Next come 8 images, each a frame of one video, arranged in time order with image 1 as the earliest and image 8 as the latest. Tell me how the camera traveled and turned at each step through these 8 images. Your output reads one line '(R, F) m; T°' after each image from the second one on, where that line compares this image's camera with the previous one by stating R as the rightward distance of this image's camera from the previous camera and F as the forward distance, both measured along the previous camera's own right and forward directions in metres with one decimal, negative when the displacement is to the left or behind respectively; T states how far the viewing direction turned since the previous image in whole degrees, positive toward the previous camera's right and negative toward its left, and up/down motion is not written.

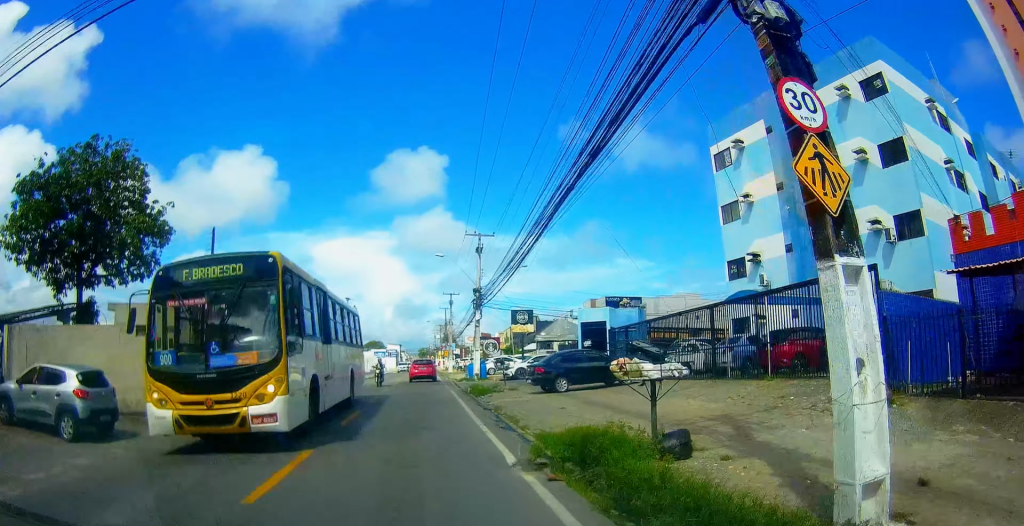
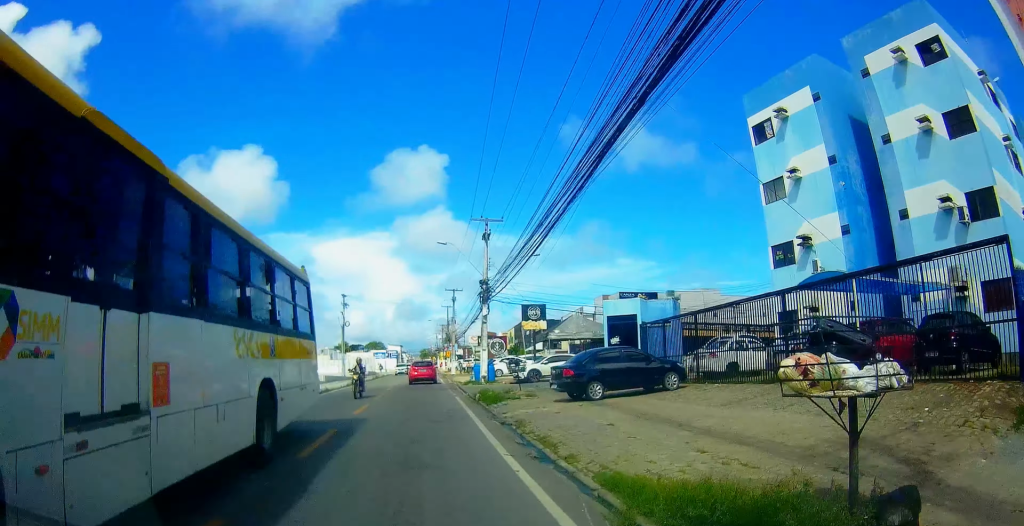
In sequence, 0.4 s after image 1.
(0.0, +4.1) m; 0°
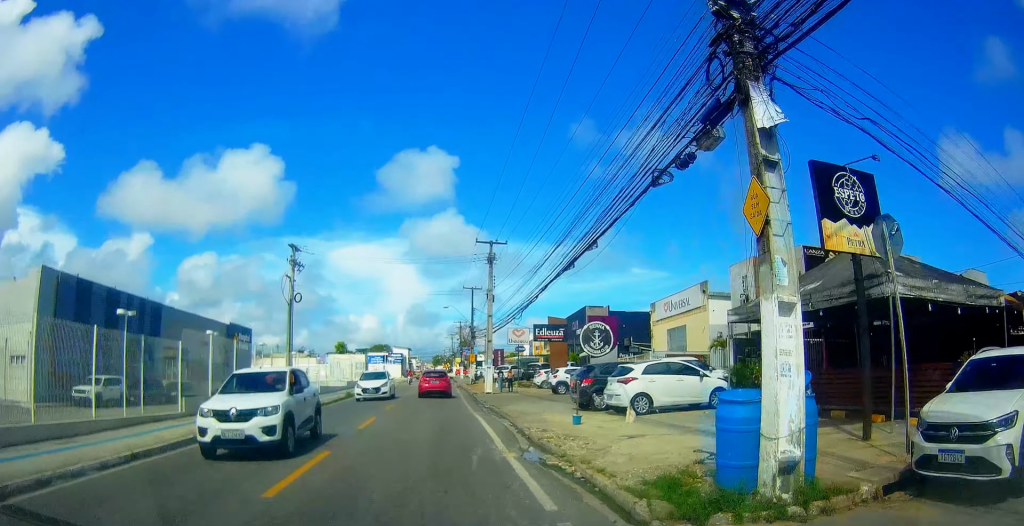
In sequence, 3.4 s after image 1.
(-0.3, +28.6) m; -2°
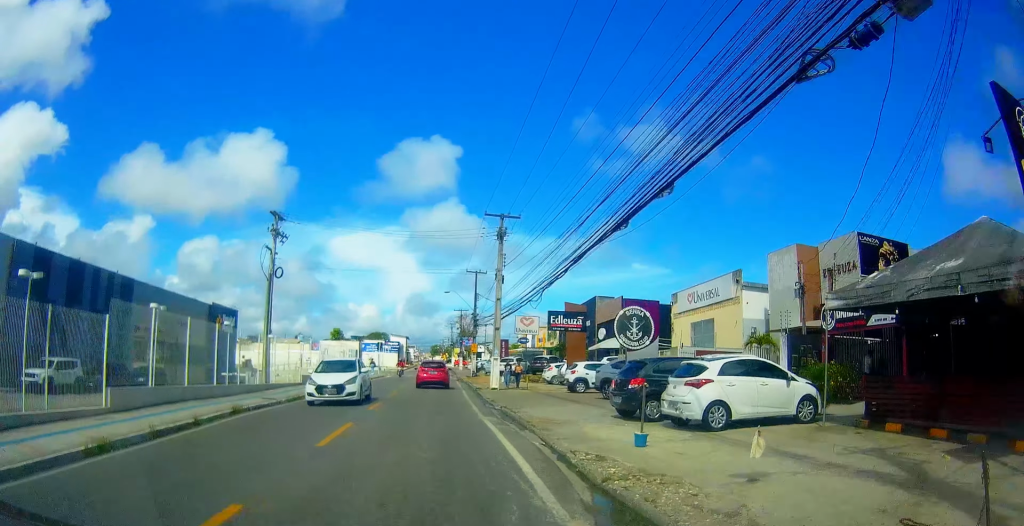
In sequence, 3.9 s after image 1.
(-0.4, +4.6) m; 0°
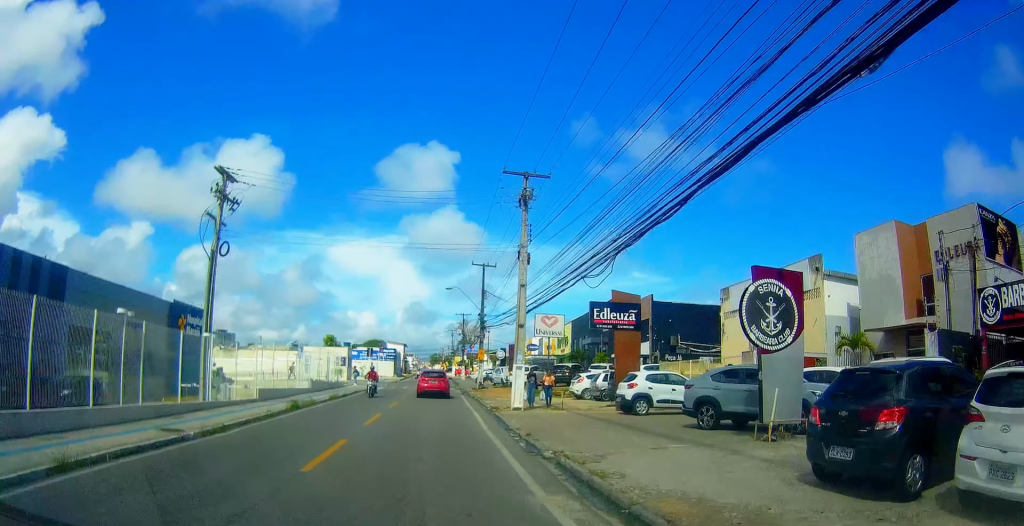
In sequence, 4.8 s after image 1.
(+0.2, +8.5) m; +3°
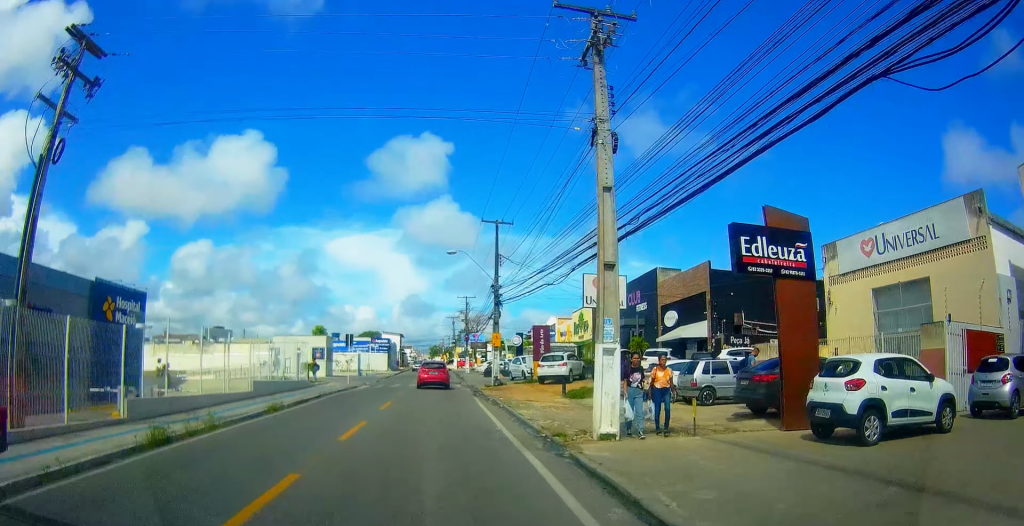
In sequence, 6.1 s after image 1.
(+0.4, +11.7) m; -2°
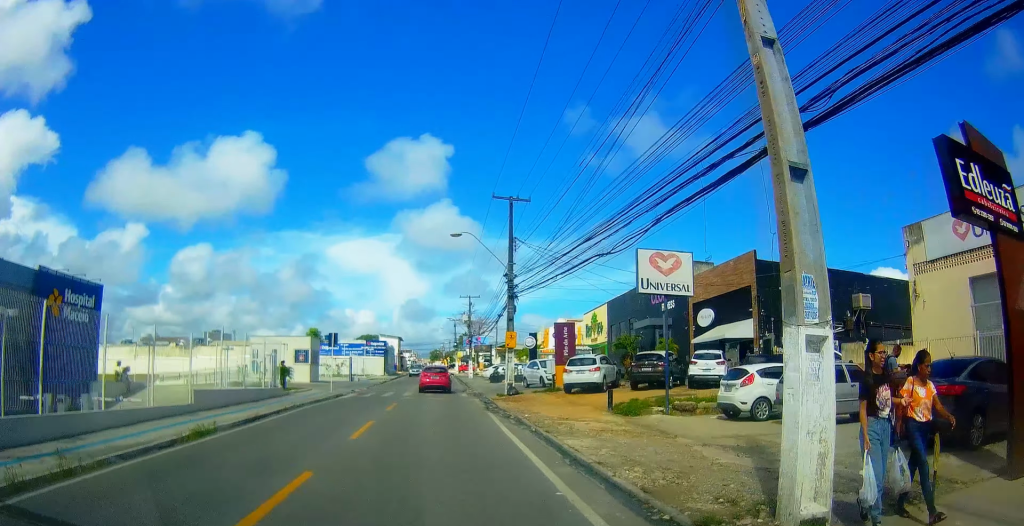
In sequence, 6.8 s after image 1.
(-0.3, +6.3) m; -3°
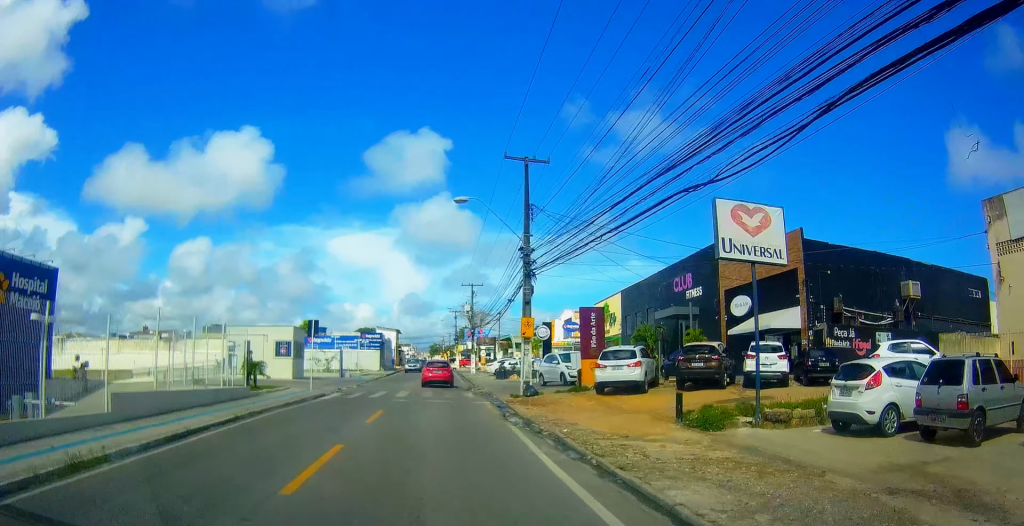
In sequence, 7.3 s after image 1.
(-0.2, +5.1) m; -2°
